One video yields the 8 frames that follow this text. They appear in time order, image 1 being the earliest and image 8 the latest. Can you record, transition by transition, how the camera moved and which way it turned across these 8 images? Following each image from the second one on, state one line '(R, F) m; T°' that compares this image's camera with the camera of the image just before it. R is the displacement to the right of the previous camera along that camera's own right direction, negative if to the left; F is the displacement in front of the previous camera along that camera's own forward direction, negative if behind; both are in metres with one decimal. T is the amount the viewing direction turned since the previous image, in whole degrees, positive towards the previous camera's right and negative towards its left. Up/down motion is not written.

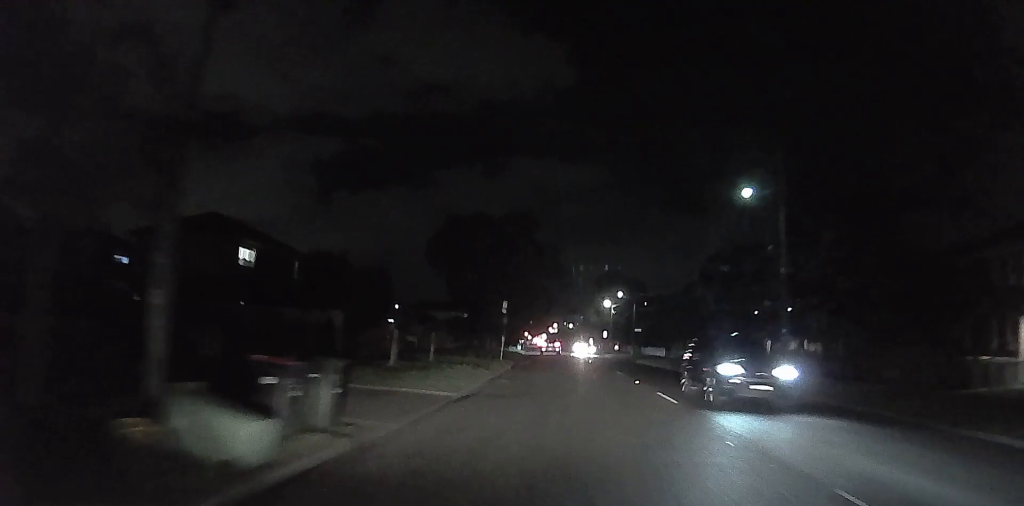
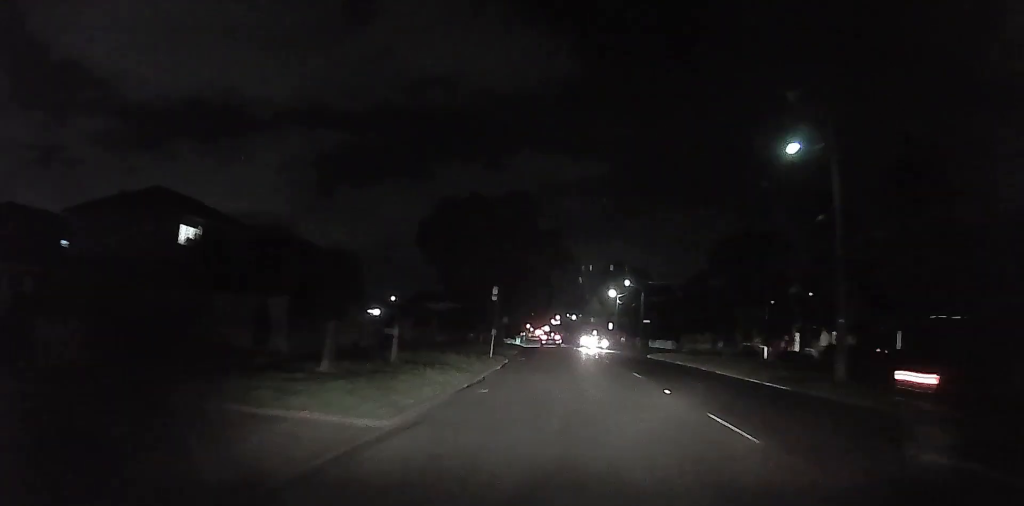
(-0.1, +5.0) m; -2°
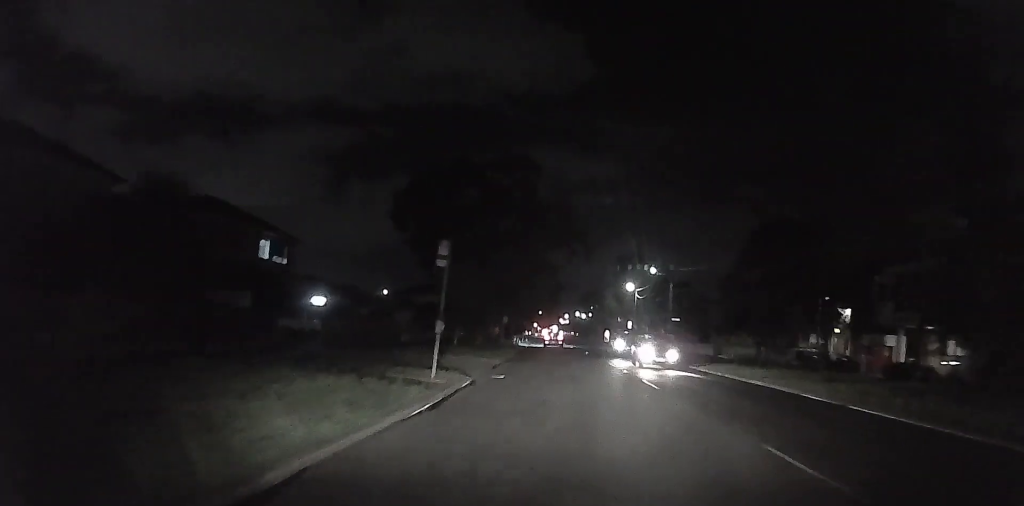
(-0.5, +13.3) m; -1°
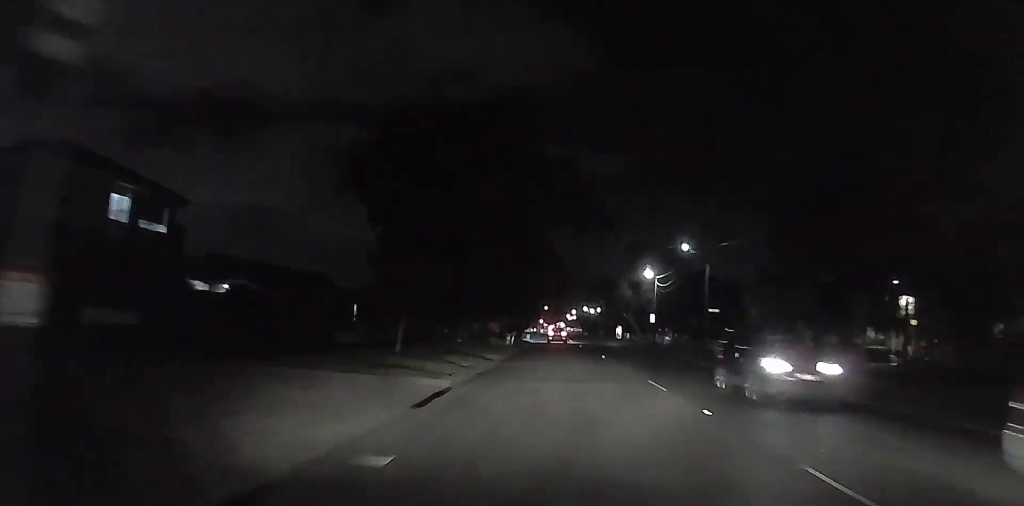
(+0.2, +14.5) m; +1°
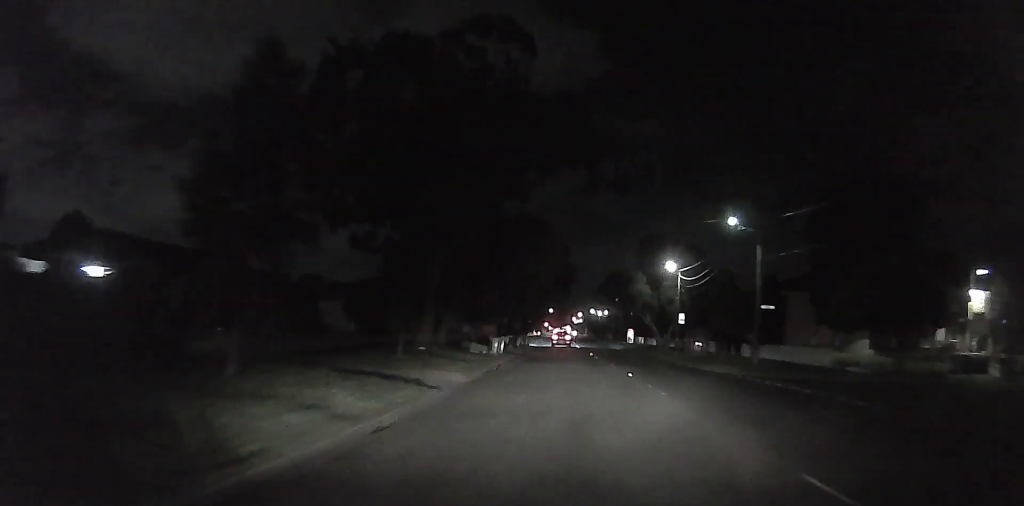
(+0.1, +14.8) m; 0°
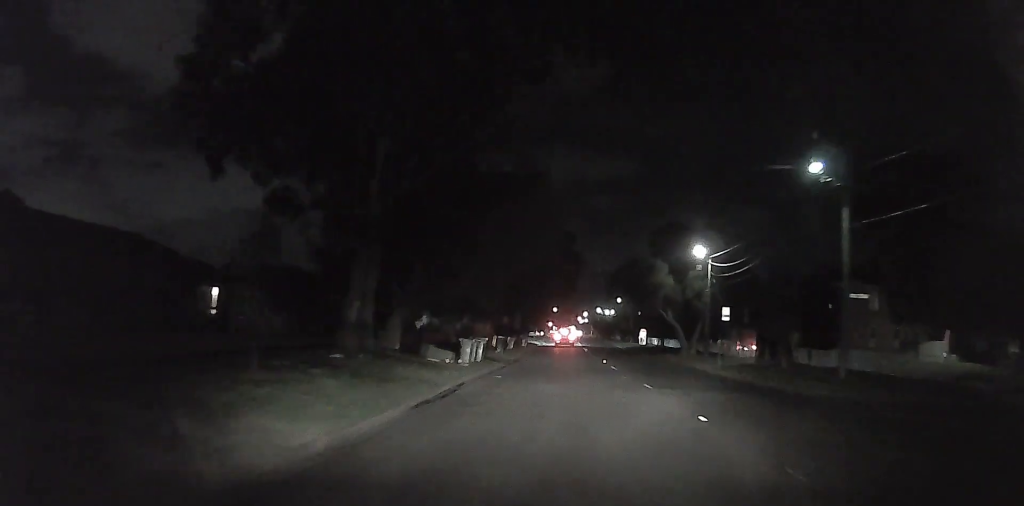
(-0.1, +14.7) m; +1°
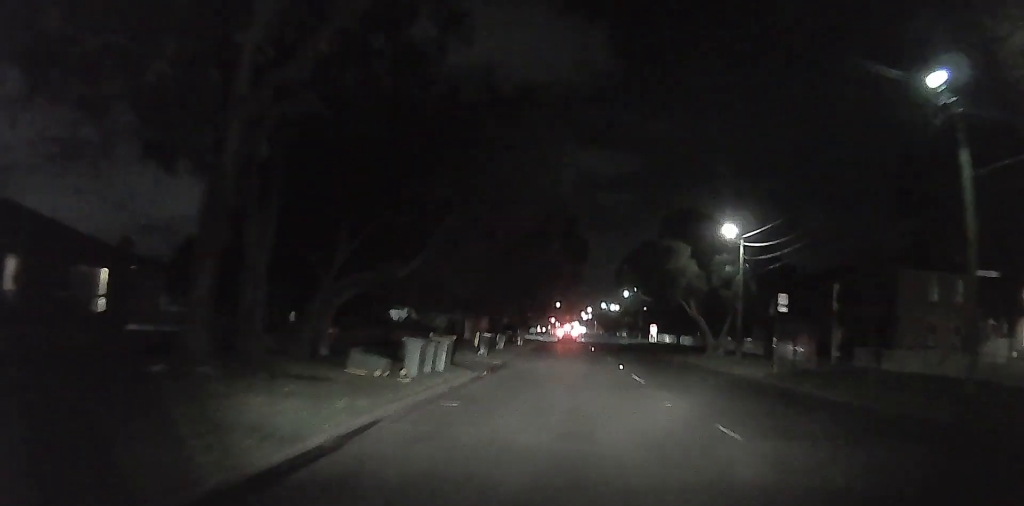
(+0.2, +10.5) m; +2°
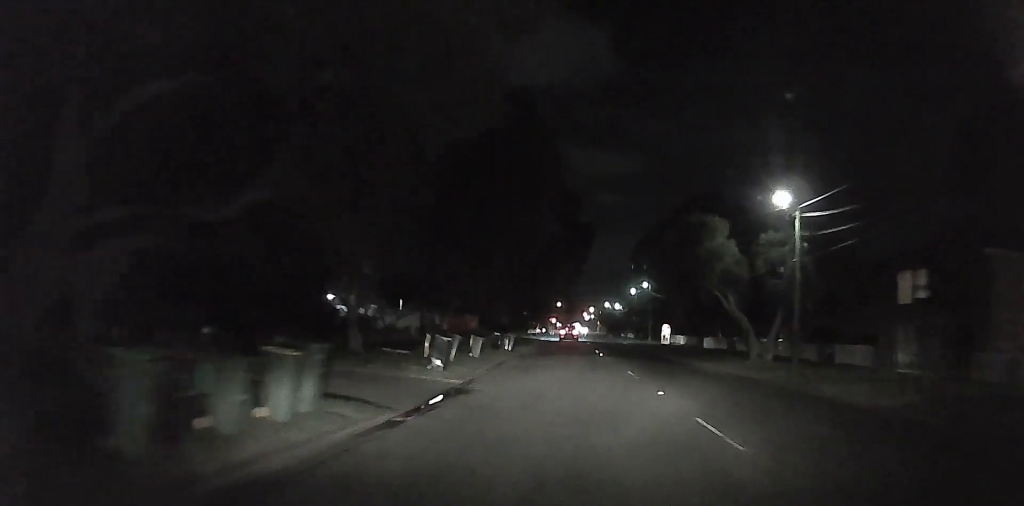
(+0.2, +11.5) m; -2°
